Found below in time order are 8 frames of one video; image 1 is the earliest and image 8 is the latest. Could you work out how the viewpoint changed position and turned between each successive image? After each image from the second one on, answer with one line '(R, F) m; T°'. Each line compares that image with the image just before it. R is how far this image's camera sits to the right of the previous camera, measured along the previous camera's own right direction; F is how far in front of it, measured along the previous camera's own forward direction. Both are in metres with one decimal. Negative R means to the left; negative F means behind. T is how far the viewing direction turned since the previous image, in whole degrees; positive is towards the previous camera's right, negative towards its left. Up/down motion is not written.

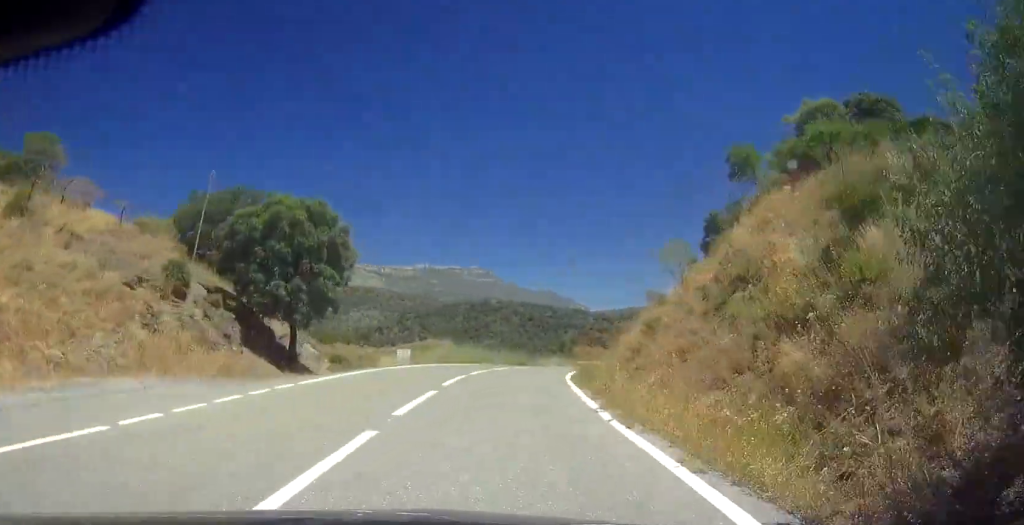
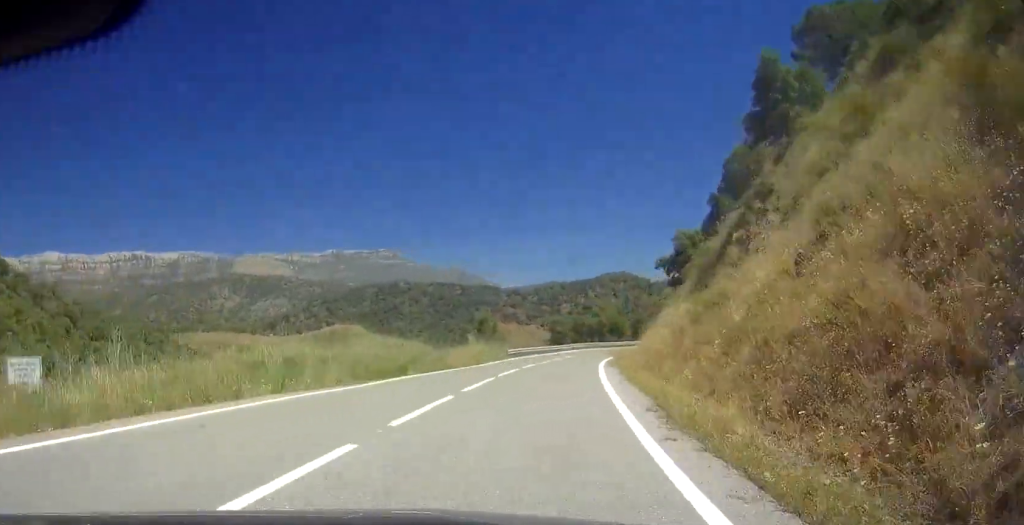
(+1.1, +42.4) m; +6°
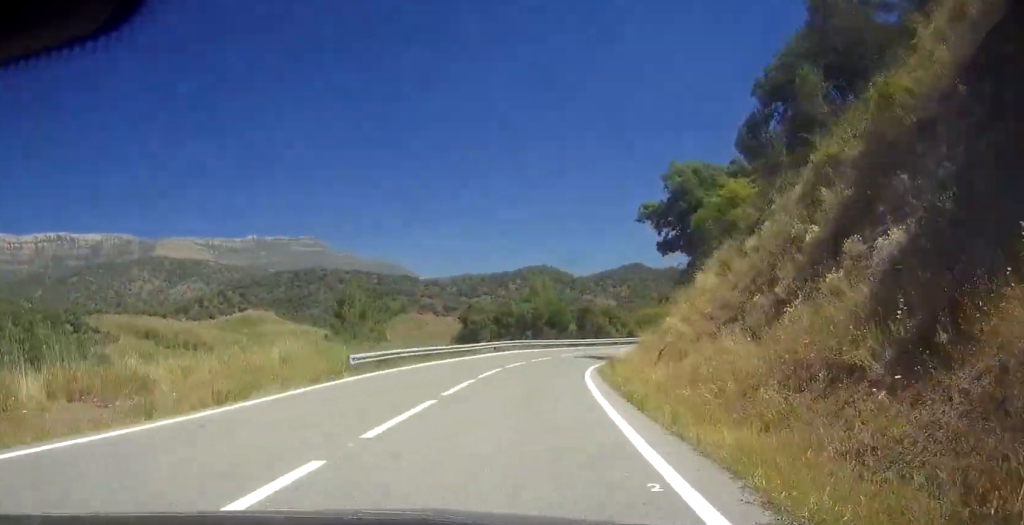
(+0.2, +32.2) m; +7°
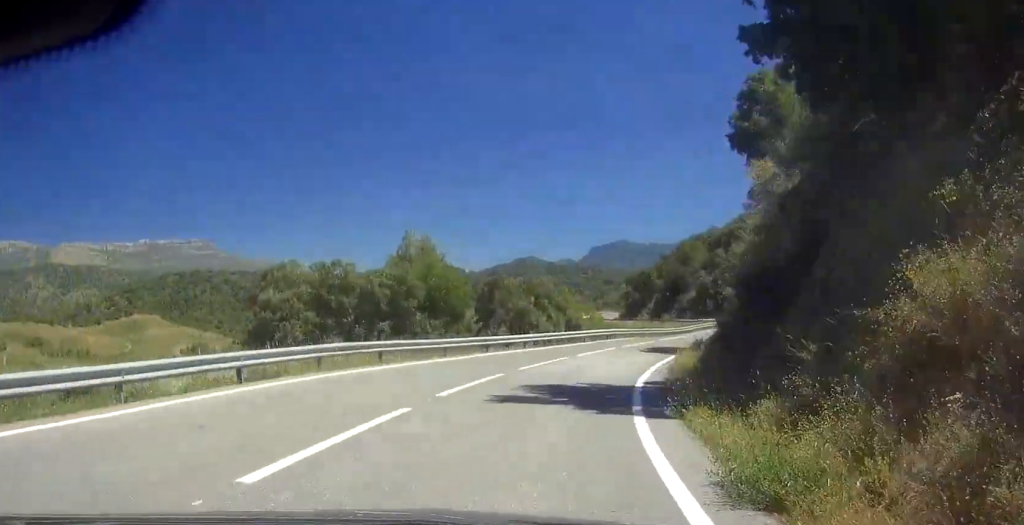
(+3.8, +31.3) m; +9°
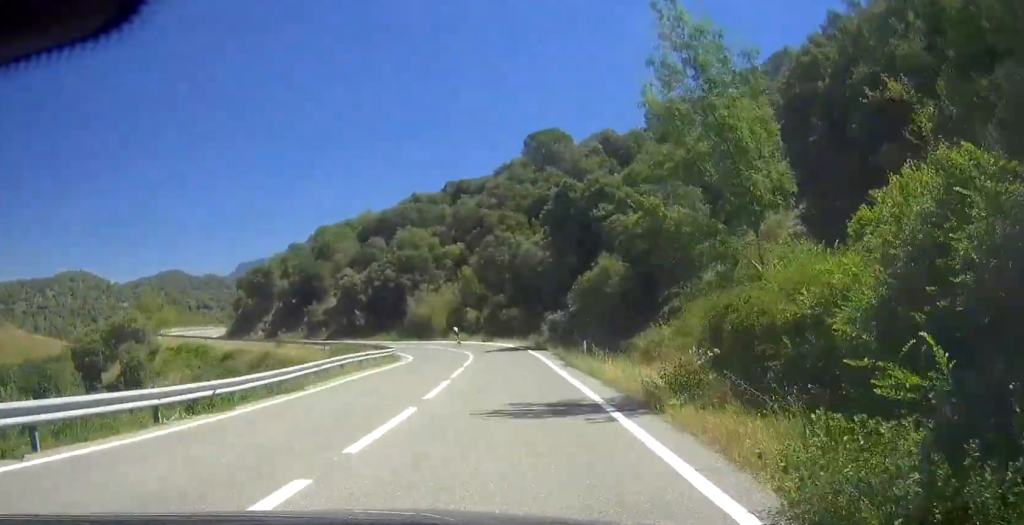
(+5.0, +43.3) m; +2°
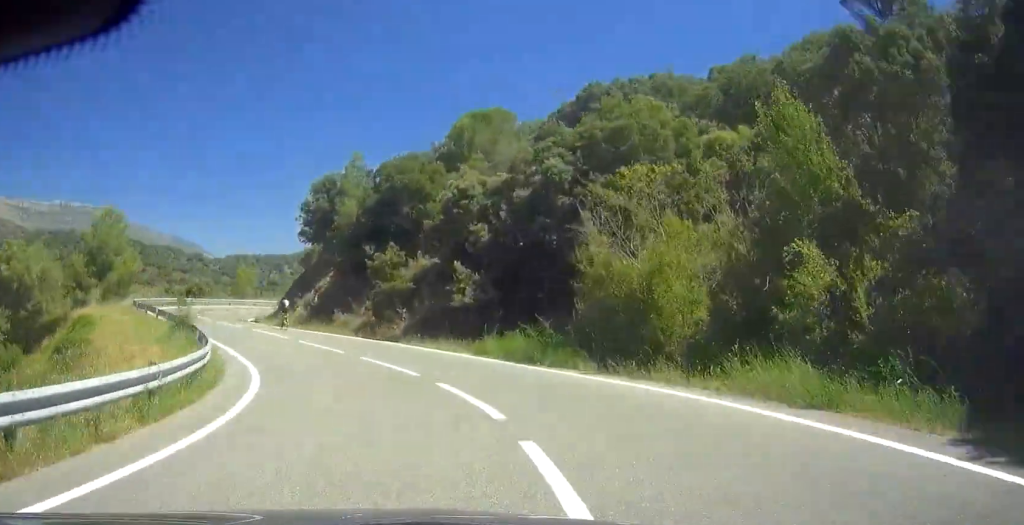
(-1.4, +47.3) m; -9°
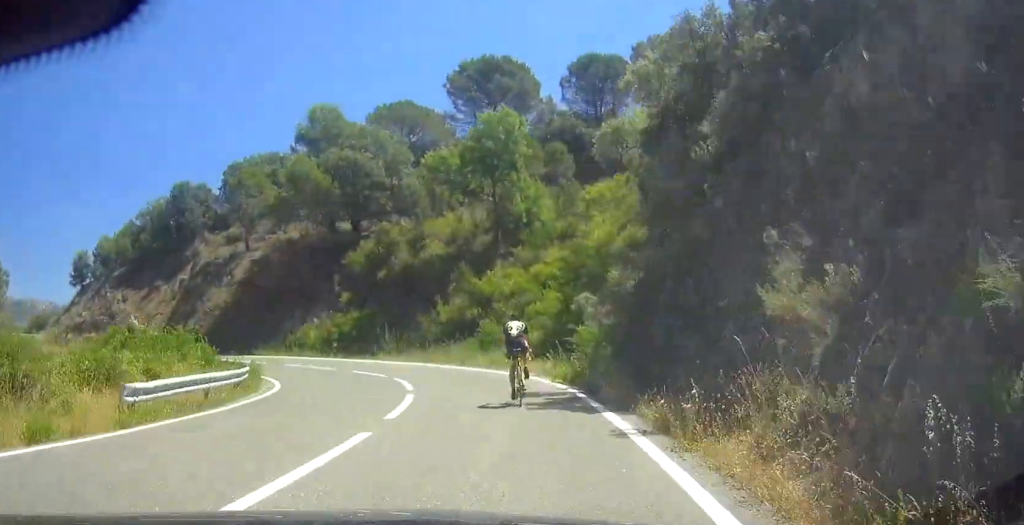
(+10.4, +82.9) m; +27°
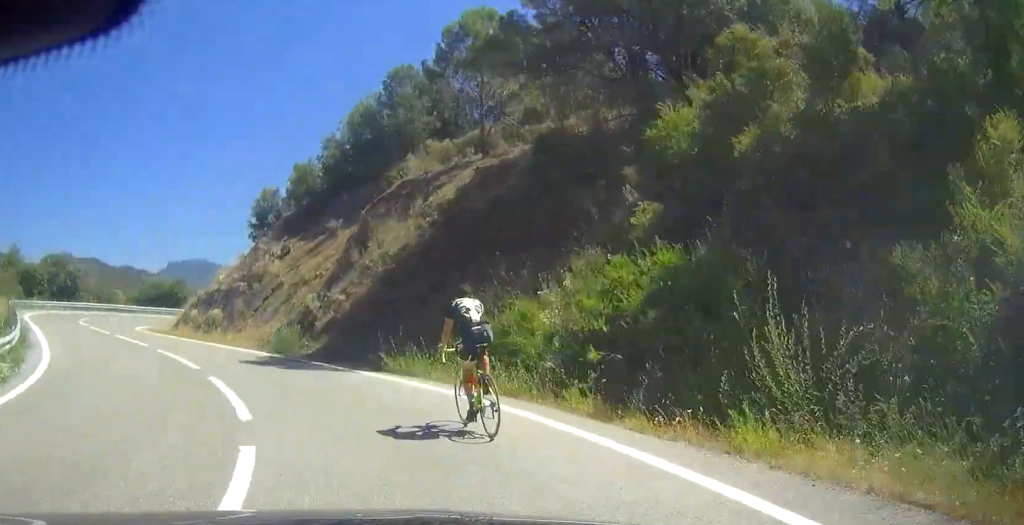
(+2.4, +27.8) m; -5°
